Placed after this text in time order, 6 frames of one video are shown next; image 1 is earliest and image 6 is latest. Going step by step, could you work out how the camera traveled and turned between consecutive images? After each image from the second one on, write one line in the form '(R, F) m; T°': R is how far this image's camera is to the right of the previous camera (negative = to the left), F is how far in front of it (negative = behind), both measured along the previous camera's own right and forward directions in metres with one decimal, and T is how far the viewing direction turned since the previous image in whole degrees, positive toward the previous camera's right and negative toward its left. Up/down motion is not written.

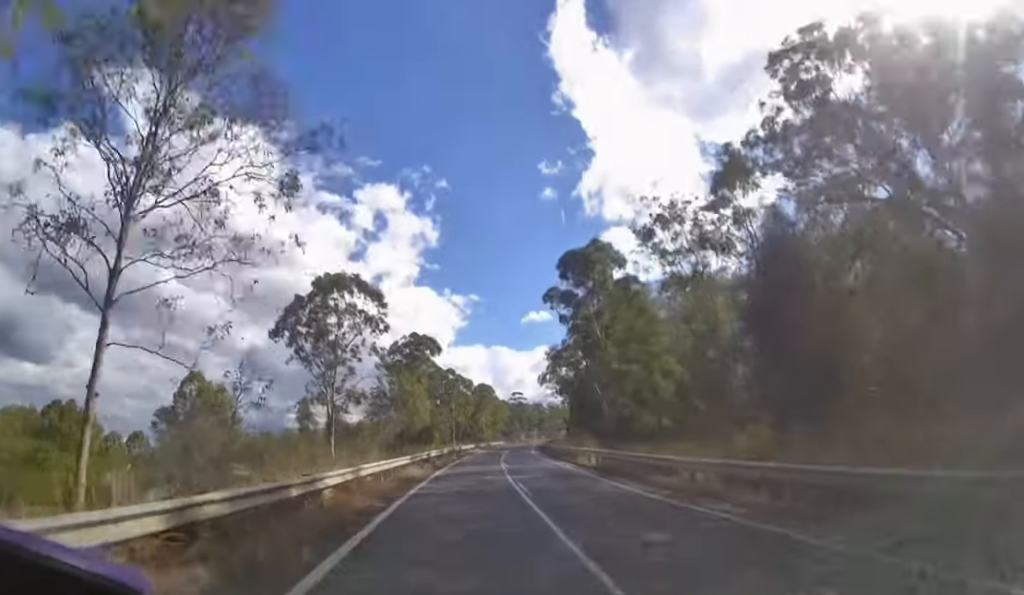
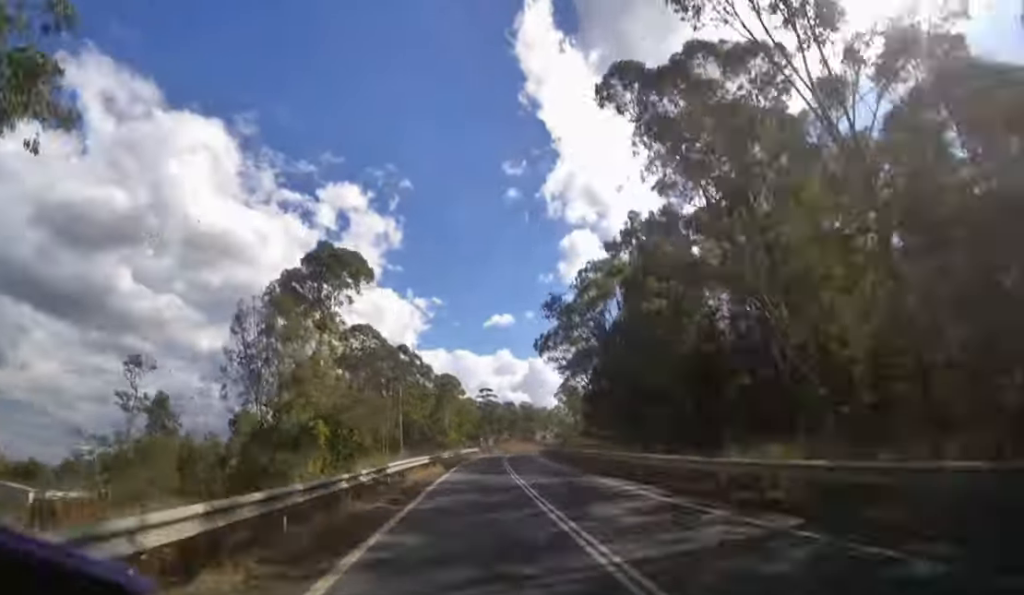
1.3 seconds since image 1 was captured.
(+0.9, +28.8) m; +4°
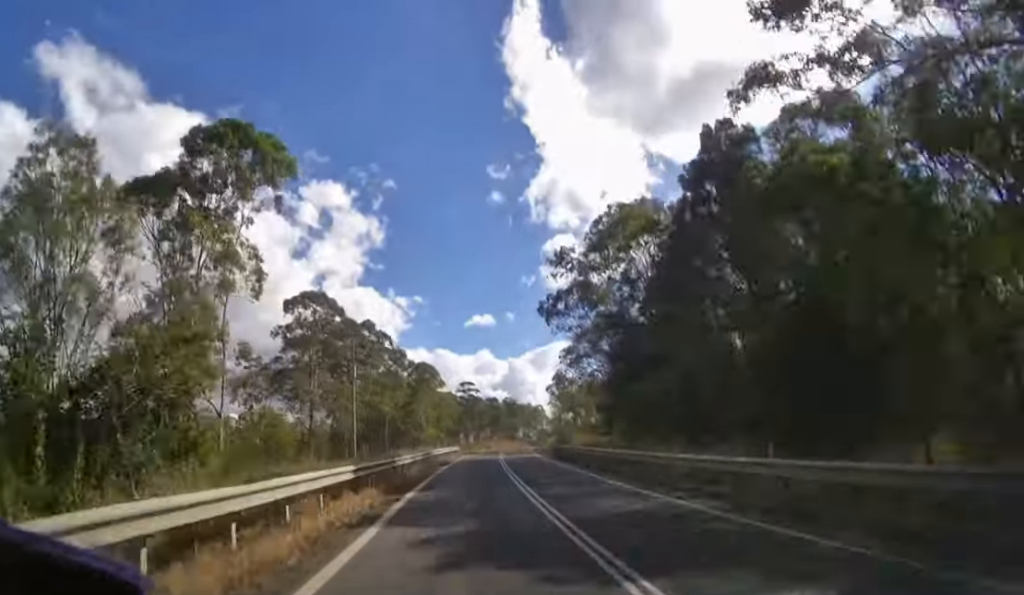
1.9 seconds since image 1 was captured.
(+0.3, +14.3) m; +2°
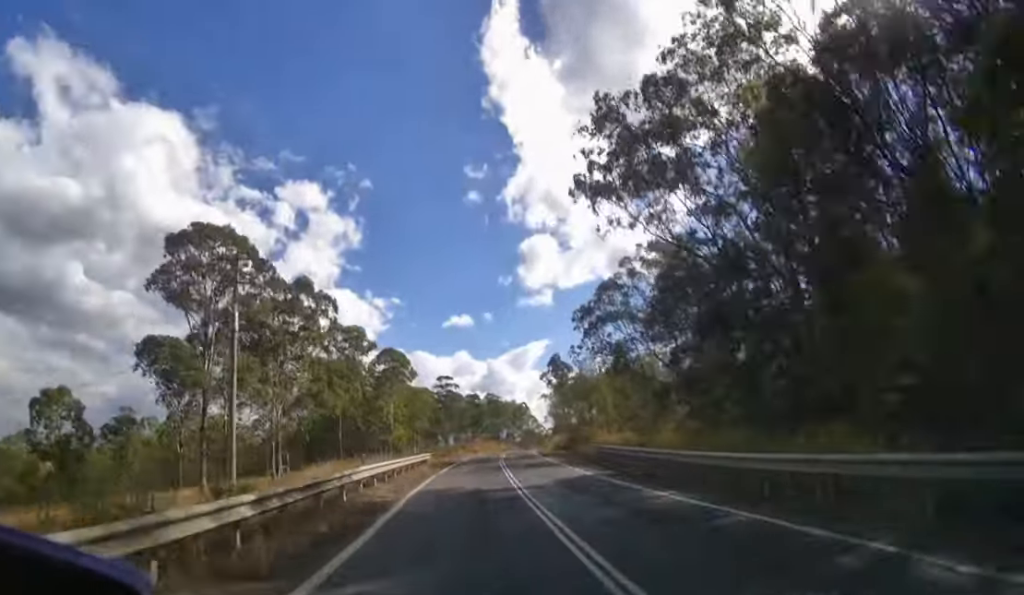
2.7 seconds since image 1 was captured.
(+0.3, +19.1) m; +2°
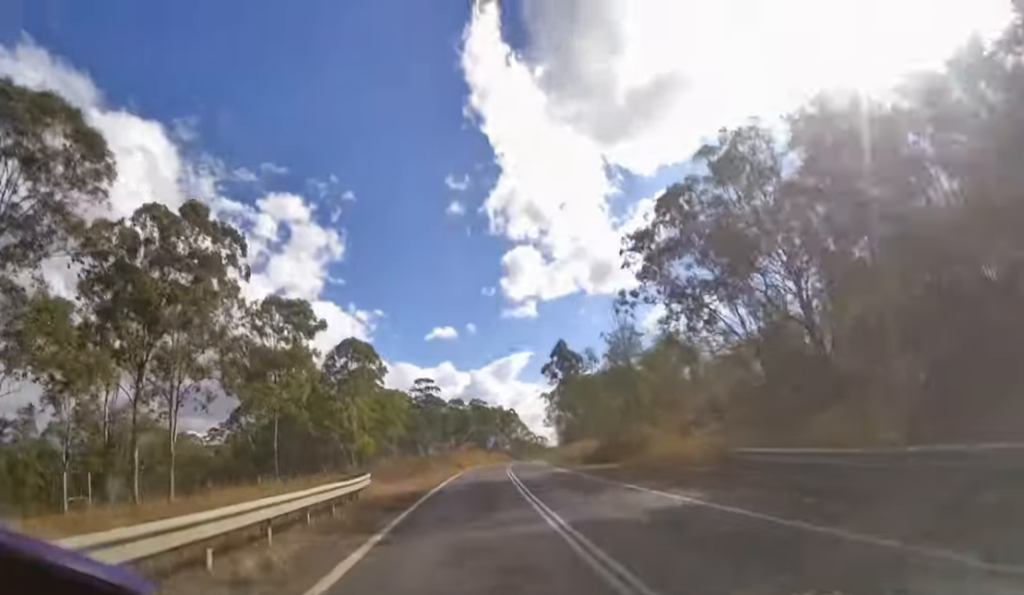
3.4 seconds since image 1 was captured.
(+0.2, +18.3) m; +2°
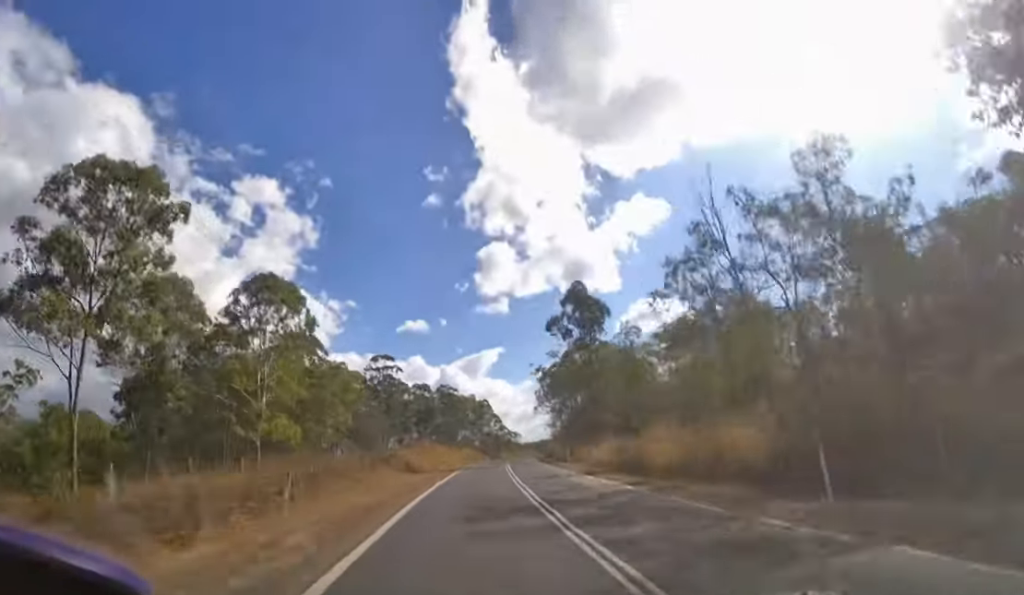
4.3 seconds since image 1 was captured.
(+0.8, +26.3) m; +3°
